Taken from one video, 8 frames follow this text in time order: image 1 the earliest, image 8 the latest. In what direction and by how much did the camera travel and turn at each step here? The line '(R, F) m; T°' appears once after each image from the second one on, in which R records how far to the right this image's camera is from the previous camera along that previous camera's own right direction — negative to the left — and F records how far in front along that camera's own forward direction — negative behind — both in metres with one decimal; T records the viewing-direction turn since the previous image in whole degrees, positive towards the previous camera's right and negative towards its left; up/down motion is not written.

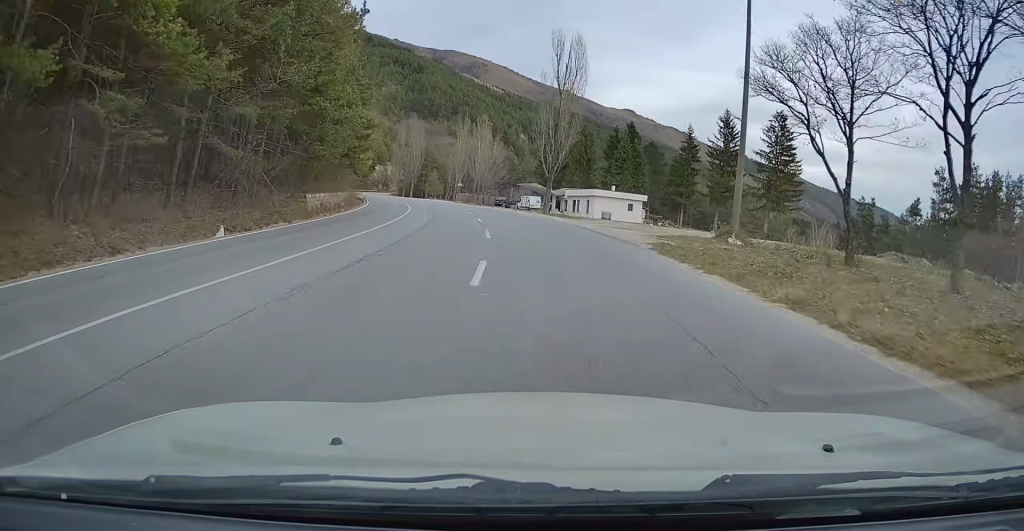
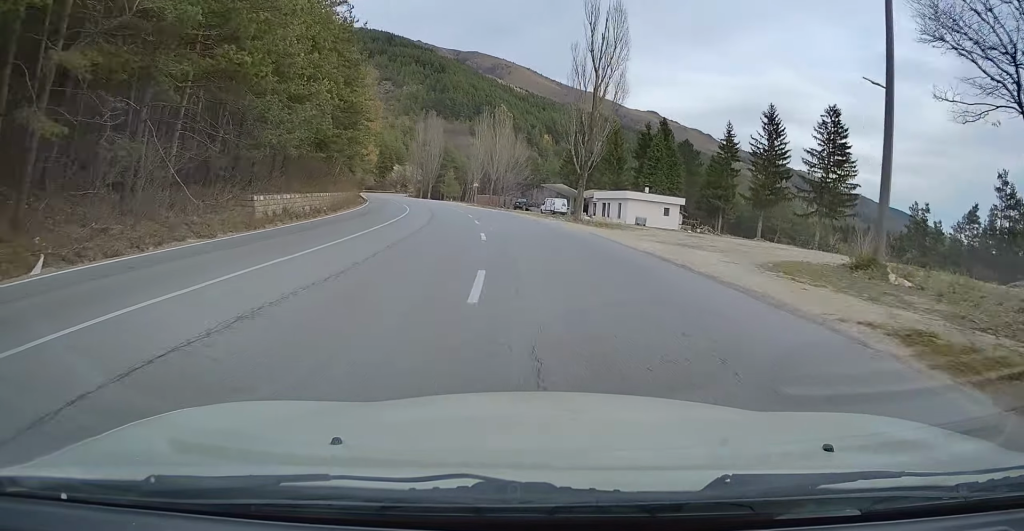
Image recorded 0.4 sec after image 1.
(-0.4, +10.1) m; -2°
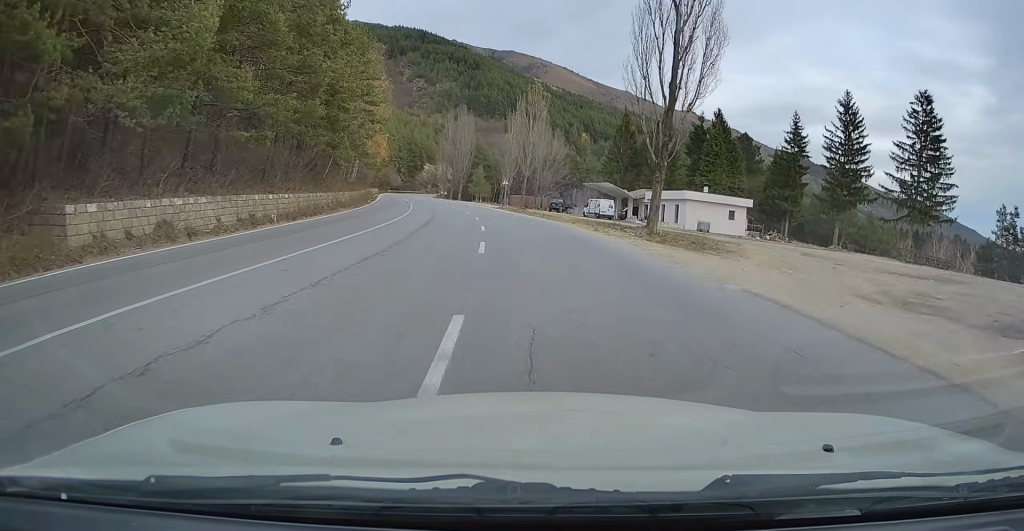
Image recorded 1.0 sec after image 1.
(-0.2, +14.0) m; -3°
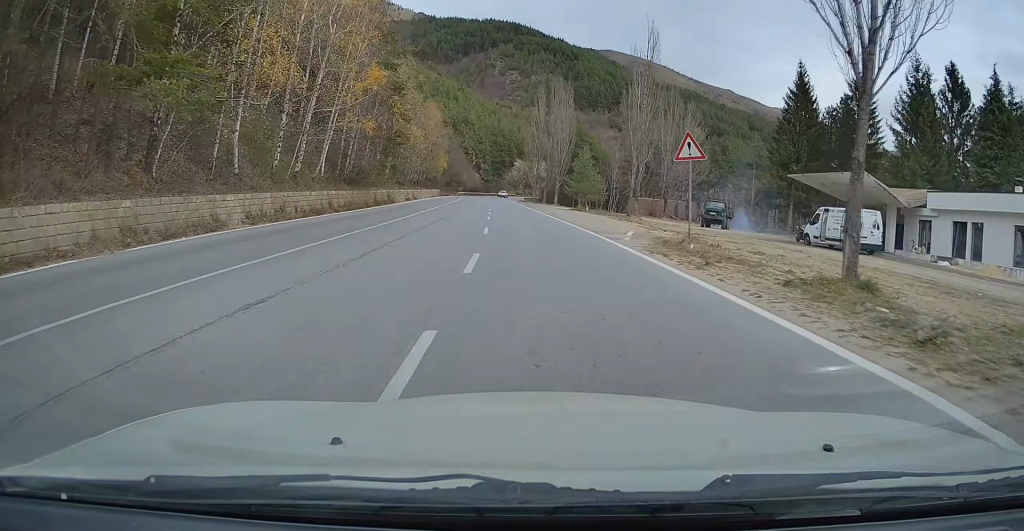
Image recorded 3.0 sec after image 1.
(-4.1, +45.0) m; -9°
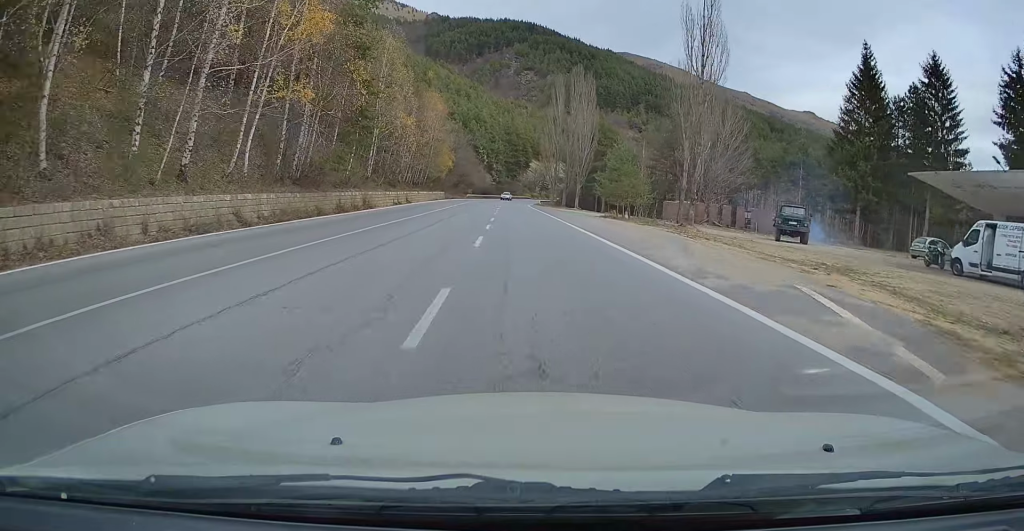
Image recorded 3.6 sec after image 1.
(-0.1, +14.0) m; -1°
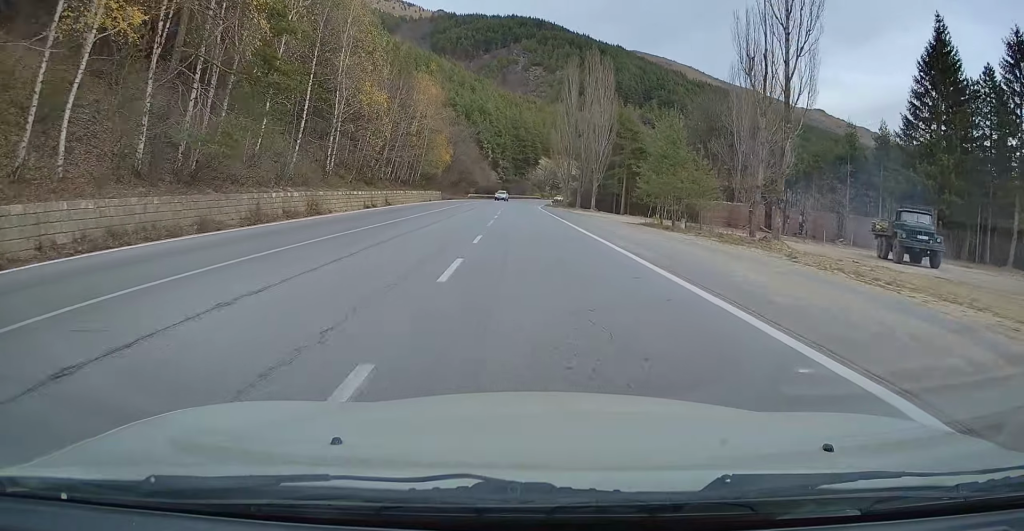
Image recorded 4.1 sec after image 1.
(-0.1, +13.2) m; -1°
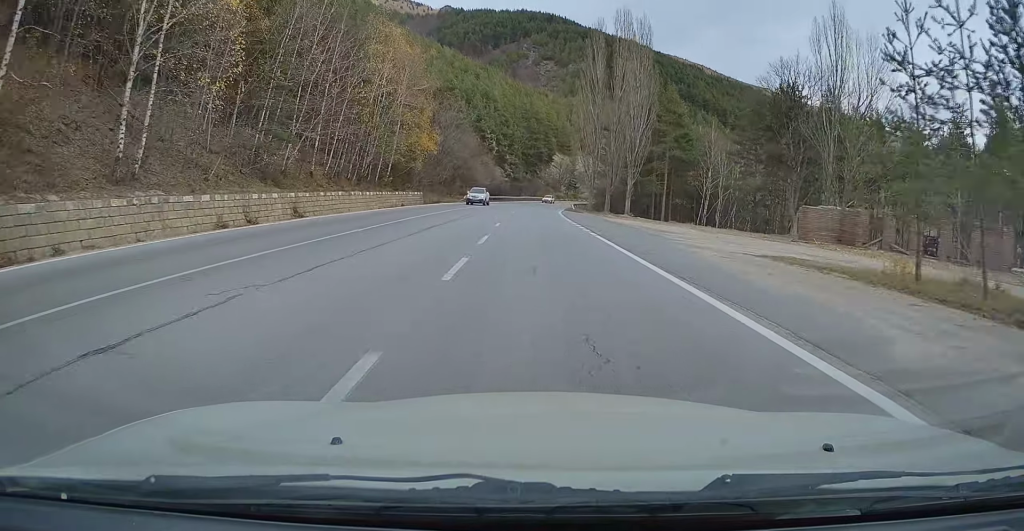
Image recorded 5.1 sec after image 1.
(-0.4, +23.2) m; -1°
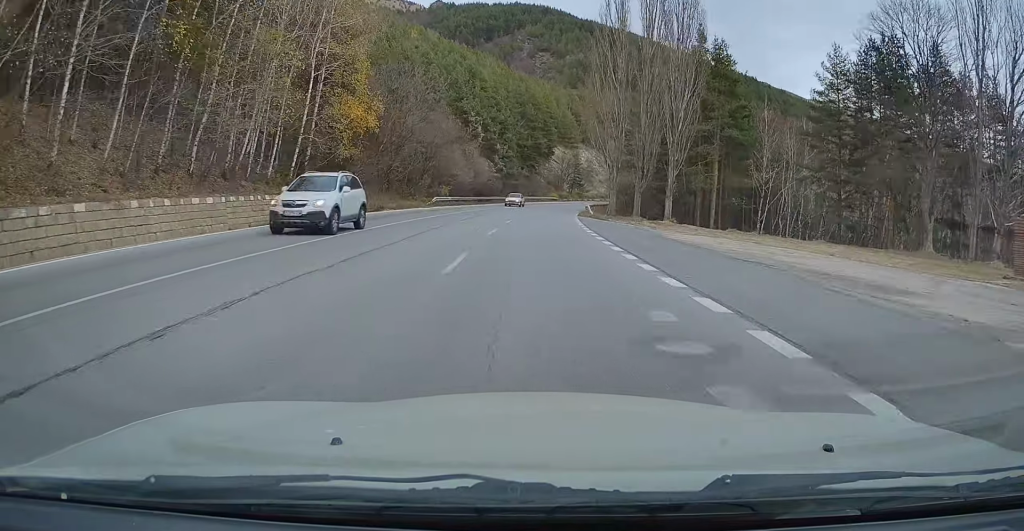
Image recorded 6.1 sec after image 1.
(-0.1, +23.0) m; 0°
